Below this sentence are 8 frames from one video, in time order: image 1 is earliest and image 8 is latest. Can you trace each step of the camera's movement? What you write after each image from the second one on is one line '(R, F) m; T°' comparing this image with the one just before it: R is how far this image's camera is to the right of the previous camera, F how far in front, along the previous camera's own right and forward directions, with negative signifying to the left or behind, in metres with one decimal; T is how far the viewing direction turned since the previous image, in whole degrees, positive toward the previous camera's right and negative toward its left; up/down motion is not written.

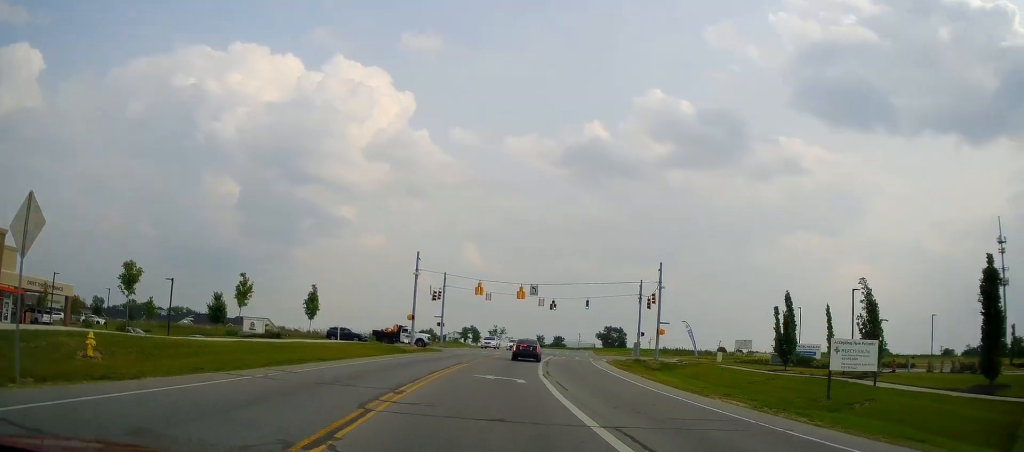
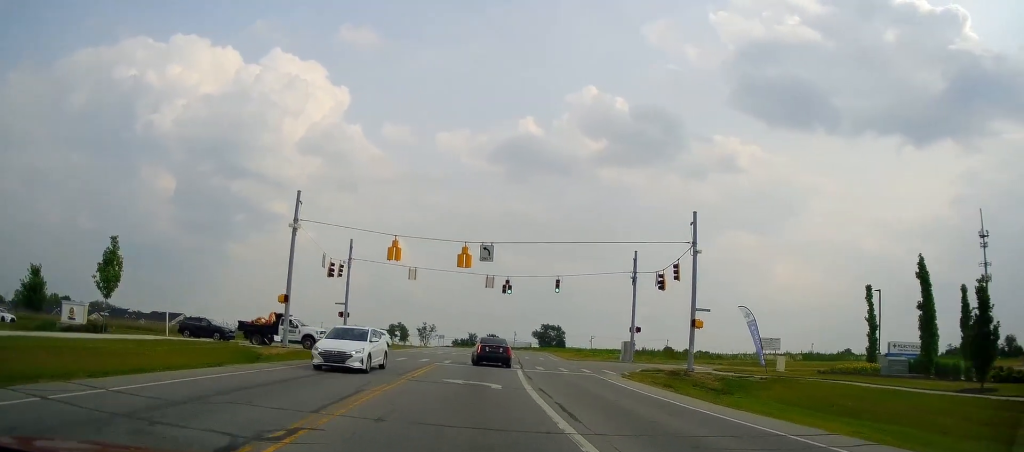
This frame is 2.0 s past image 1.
(+0.5, +24.3) m; +1°
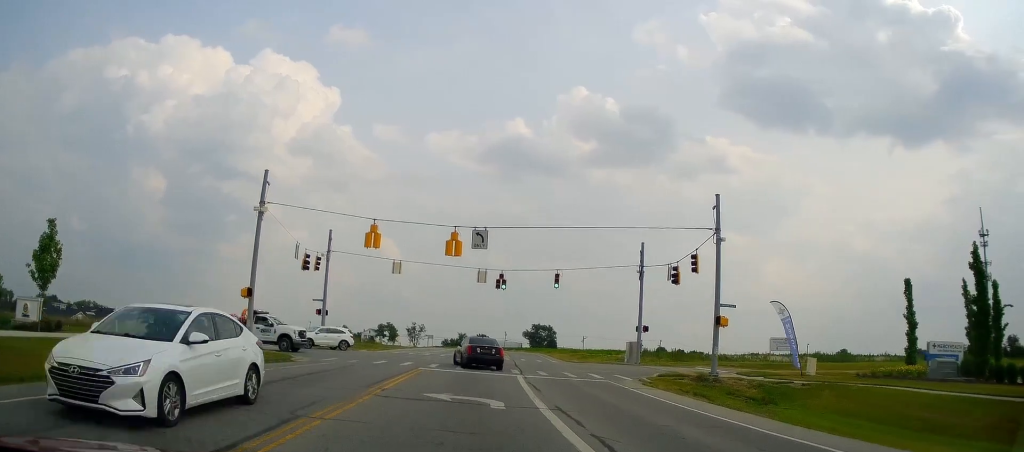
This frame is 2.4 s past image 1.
(-0.2, +4.9) m; +1°
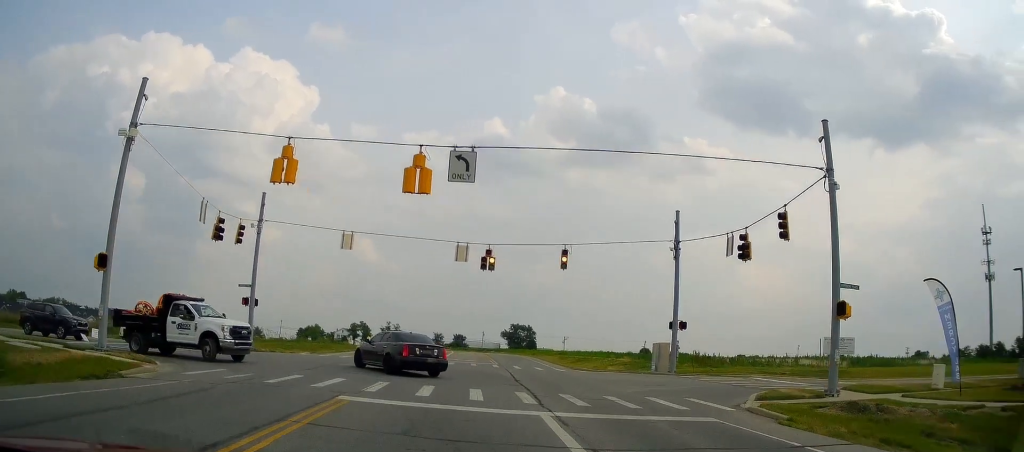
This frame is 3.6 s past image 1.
(+0.5, +12.8) m; +3°
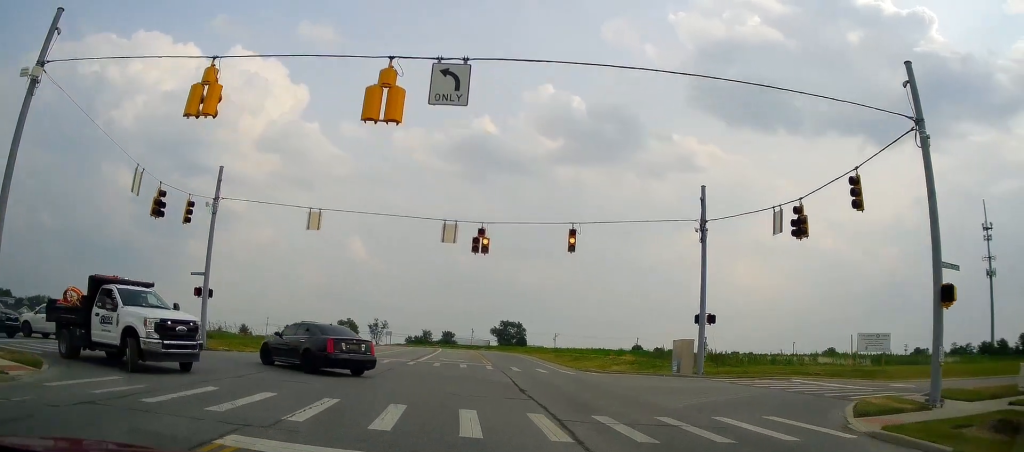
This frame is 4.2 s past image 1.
(-0.1, +5.8) m; 0°
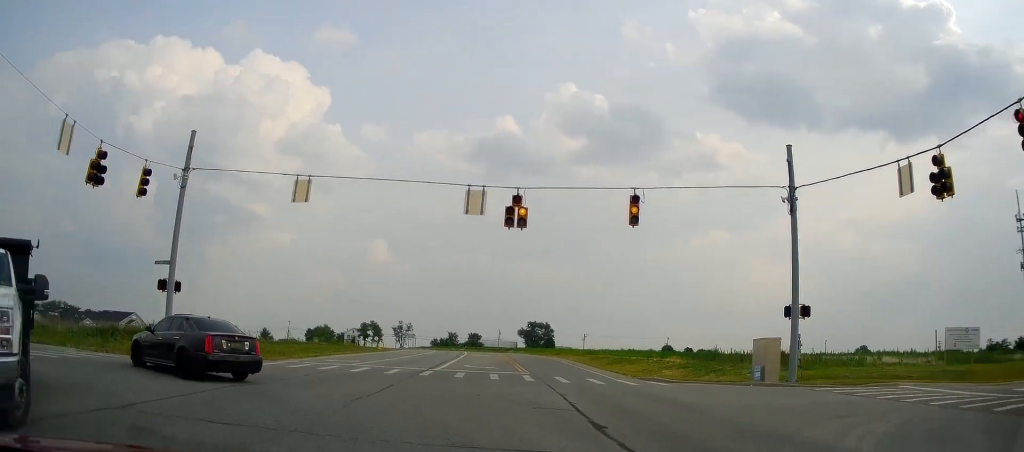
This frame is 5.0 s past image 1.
(+0.1, +6.8) m; -5°
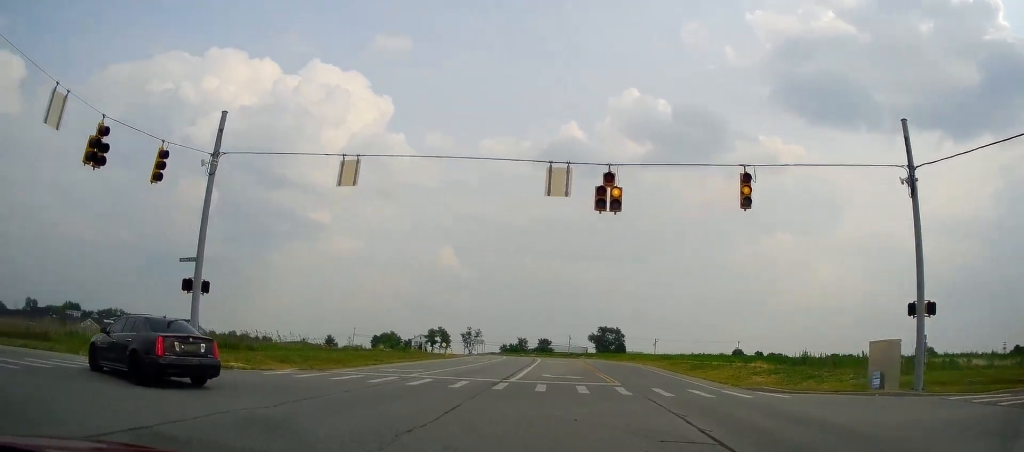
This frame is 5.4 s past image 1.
(+0.4, +3.9) m; -5°
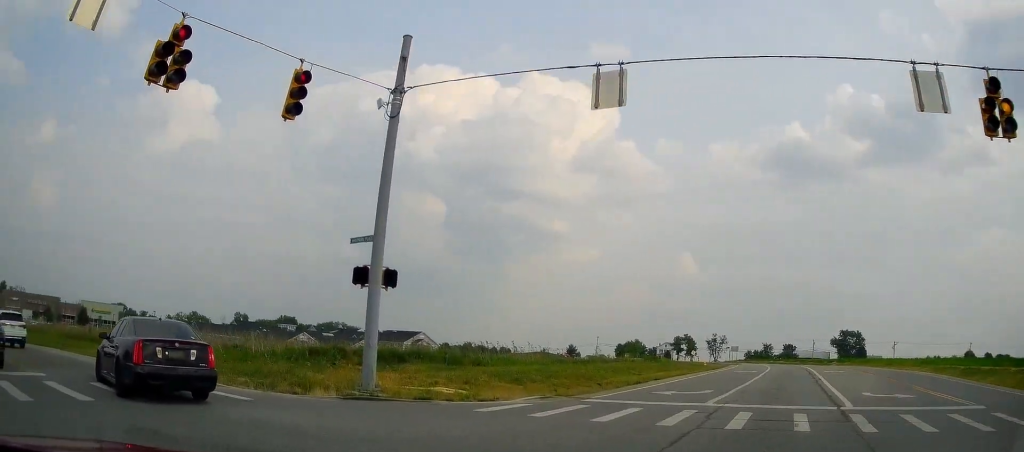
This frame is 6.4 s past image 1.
(-1.7, +7.6) m; -23°
